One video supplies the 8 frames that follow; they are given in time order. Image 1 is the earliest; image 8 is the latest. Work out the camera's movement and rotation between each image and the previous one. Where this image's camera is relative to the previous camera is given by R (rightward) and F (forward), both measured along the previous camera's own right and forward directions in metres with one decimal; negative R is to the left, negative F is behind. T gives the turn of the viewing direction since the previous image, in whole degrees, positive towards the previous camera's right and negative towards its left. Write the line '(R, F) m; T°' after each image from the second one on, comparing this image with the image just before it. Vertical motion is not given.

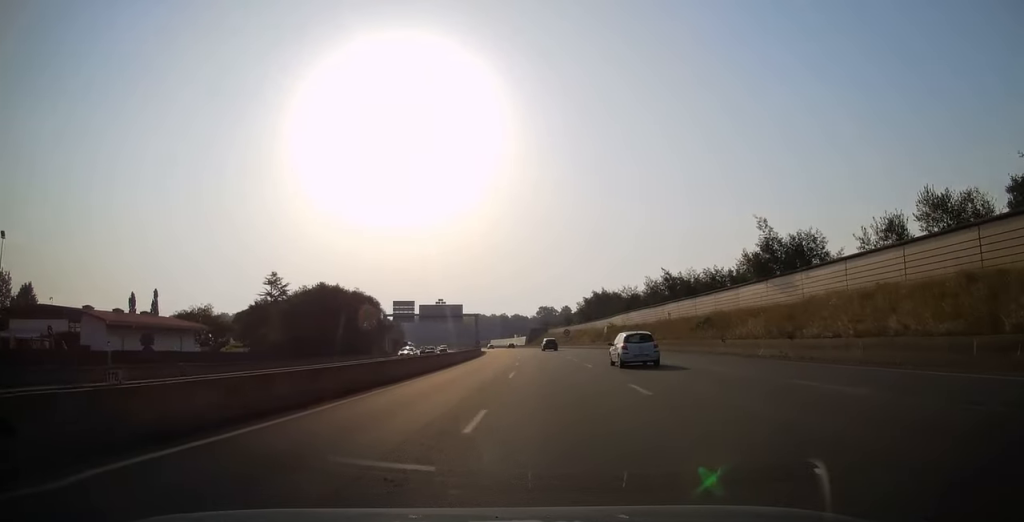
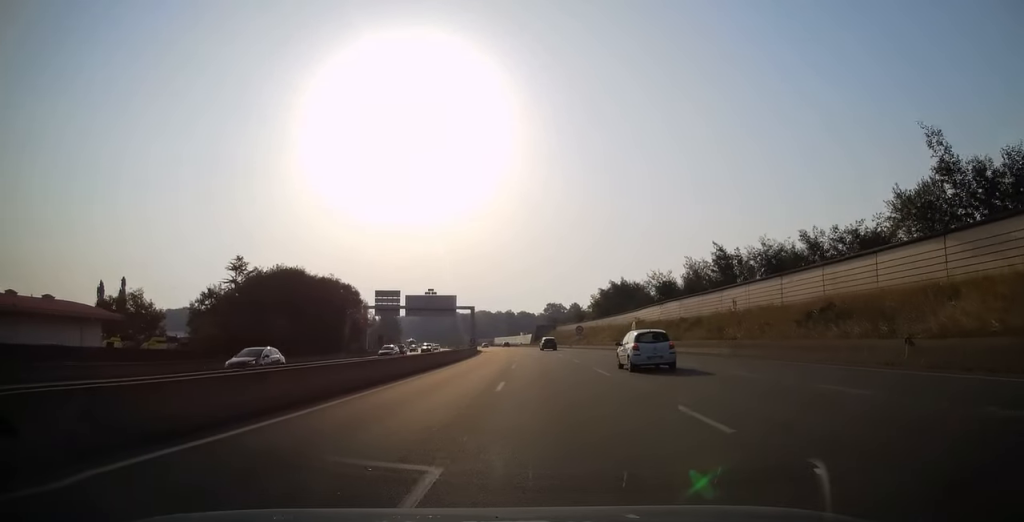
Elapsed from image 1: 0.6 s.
(0.0, +18.4) m; -1°
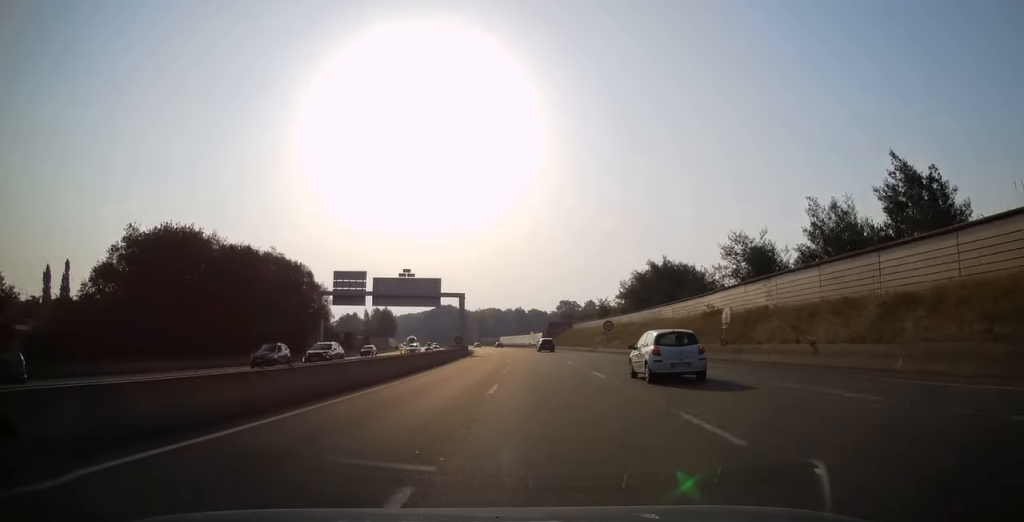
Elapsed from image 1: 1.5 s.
(-0.2, +26.6) m; -2°
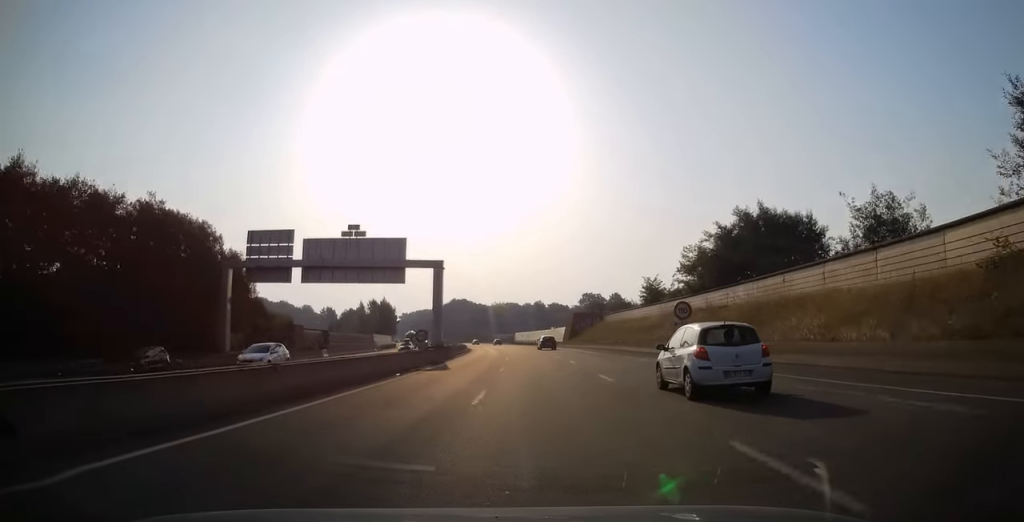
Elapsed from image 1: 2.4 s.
(-0.7, +28.7) m; -2°
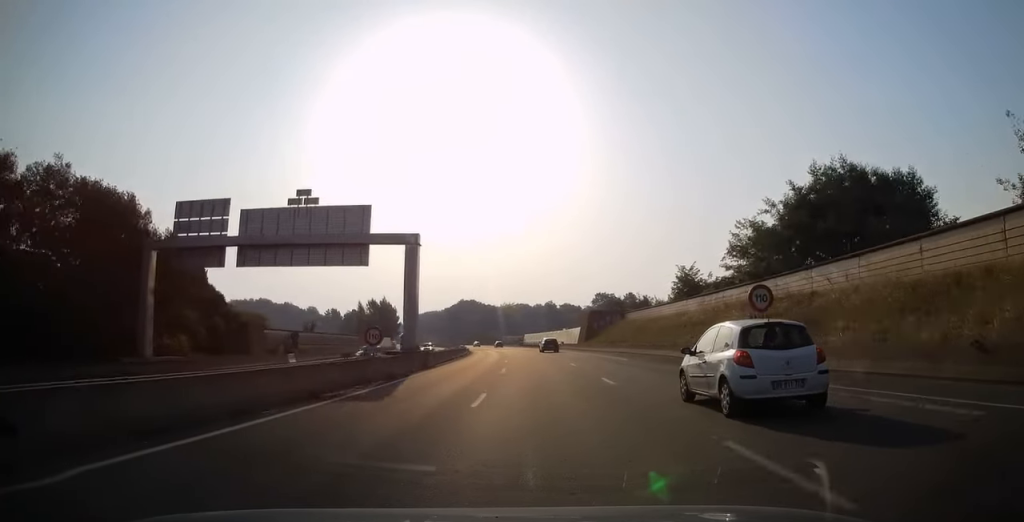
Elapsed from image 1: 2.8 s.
(-0.1, +12.9) m; -1°
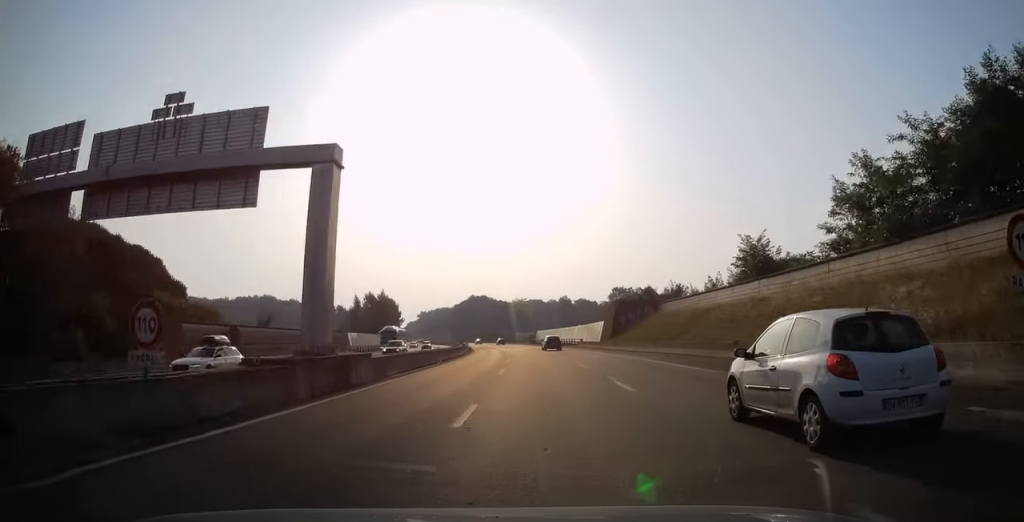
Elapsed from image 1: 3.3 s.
(-0.1, +16.0) m; -1°
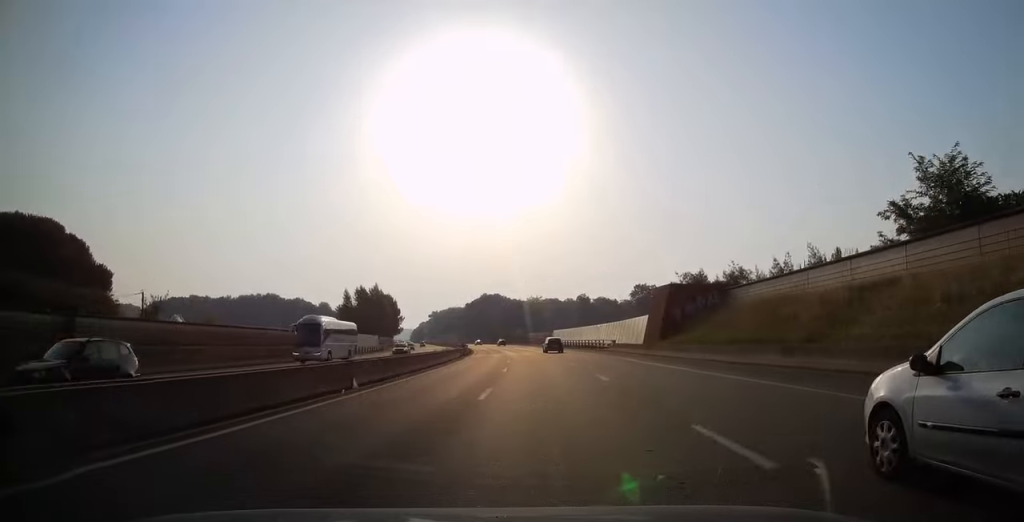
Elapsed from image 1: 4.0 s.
(-0.5, +21.3) m; -2°
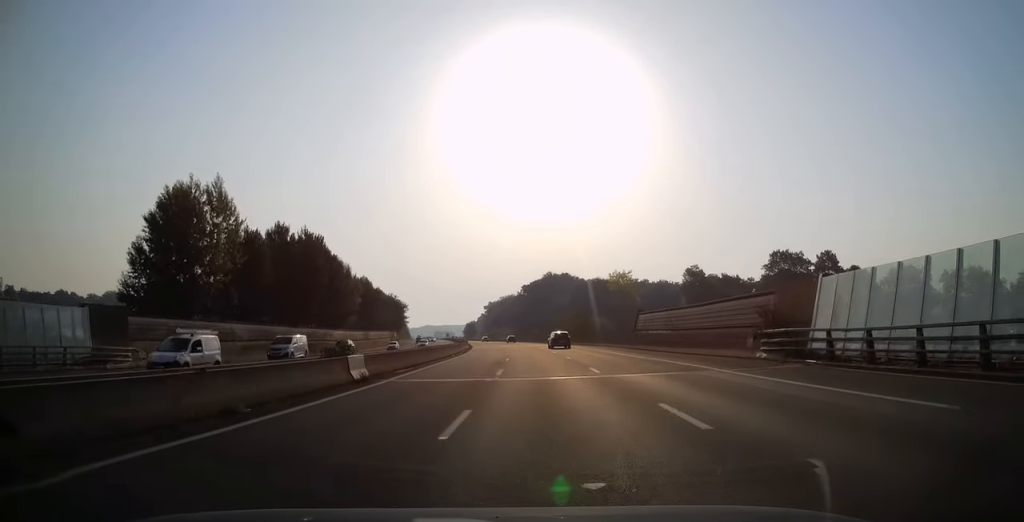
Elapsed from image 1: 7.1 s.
(-5.3, +93.7) m; -7°
